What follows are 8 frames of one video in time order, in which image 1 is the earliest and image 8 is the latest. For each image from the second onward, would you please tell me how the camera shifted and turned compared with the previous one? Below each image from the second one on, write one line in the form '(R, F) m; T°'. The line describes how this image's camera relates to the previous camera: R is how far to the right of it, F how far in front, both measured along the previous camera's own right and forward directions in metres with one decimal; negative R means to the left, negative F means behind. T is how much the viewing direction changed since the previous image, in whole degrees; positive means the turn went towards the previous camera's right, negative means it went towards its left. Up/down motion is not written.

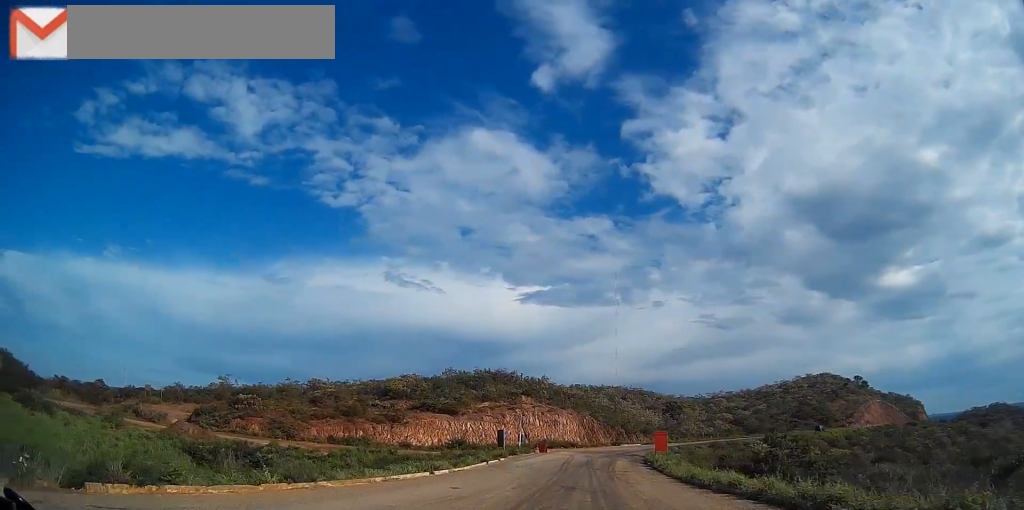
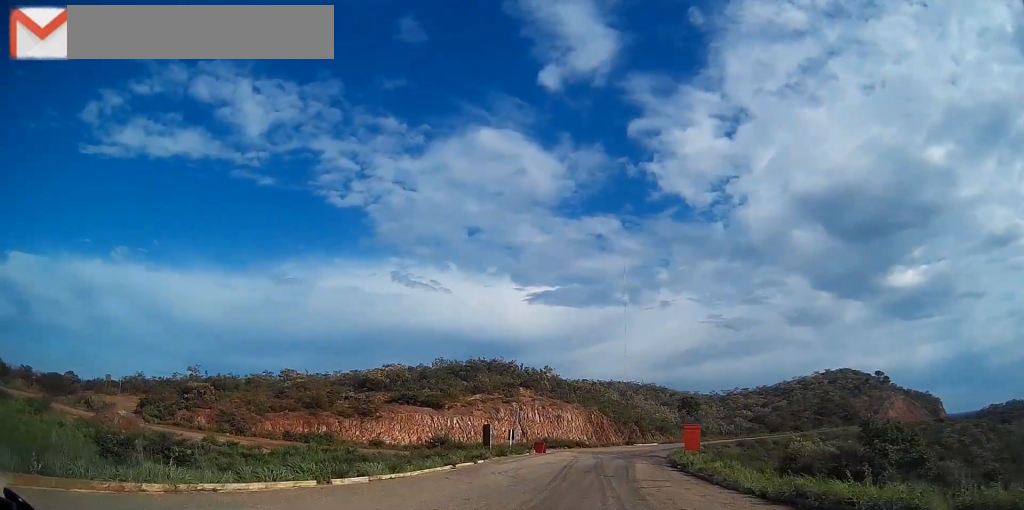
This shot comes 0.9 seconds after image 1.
(-0.3, +11.5) m; -5°
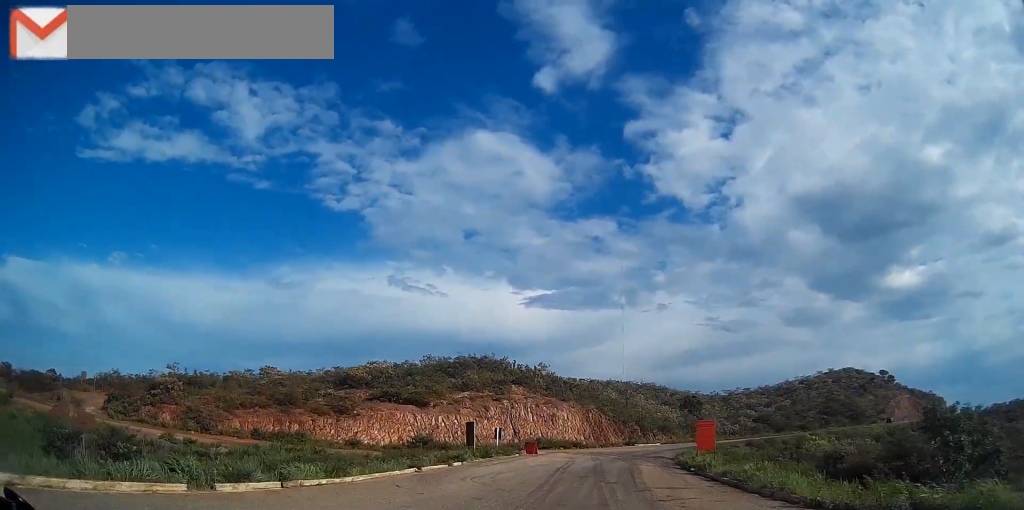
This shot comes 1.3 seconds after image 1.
(-0.3, +5.4) m; -1°
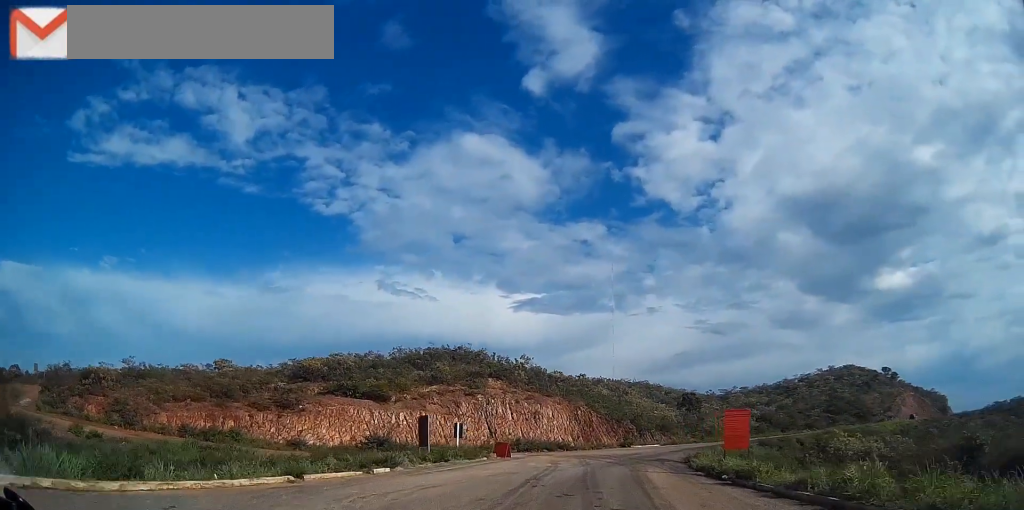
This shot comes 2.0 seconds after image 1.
(-0.3, +9.4) m; -1°
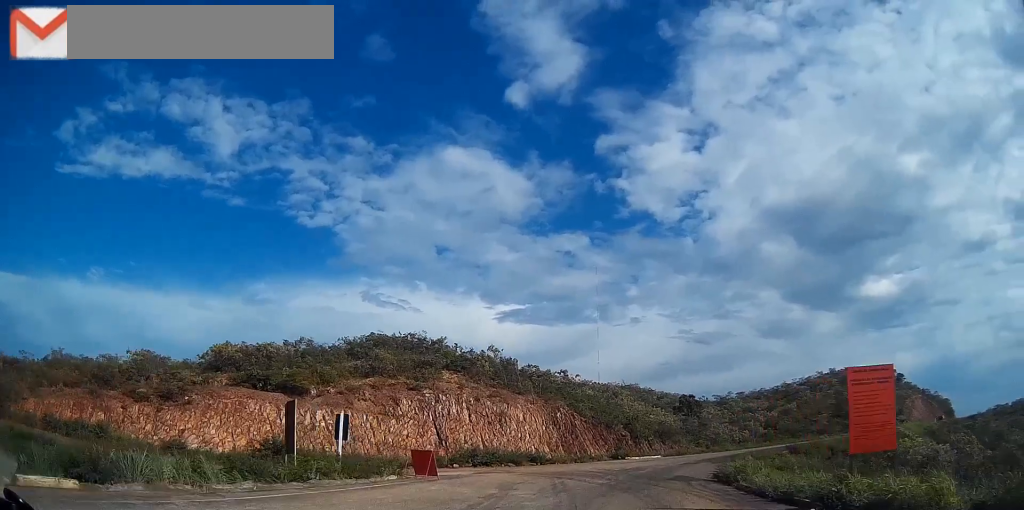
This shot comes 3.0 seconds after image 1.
(0.0, +14.4) m; +2°
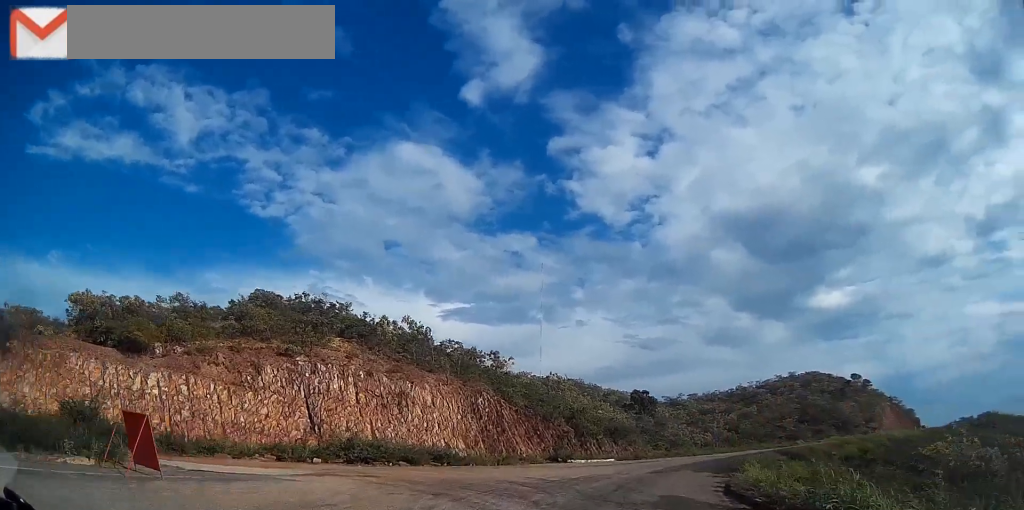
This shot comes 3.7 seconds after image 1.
(+0.5, +12.0) m; +2°
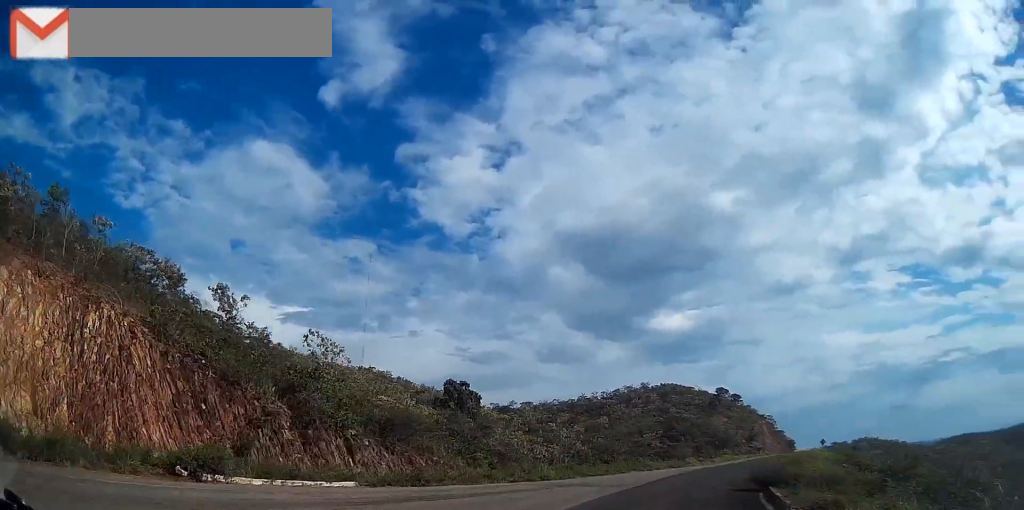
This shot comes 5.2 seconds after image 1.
(+1.6, +24.0) m; +12°
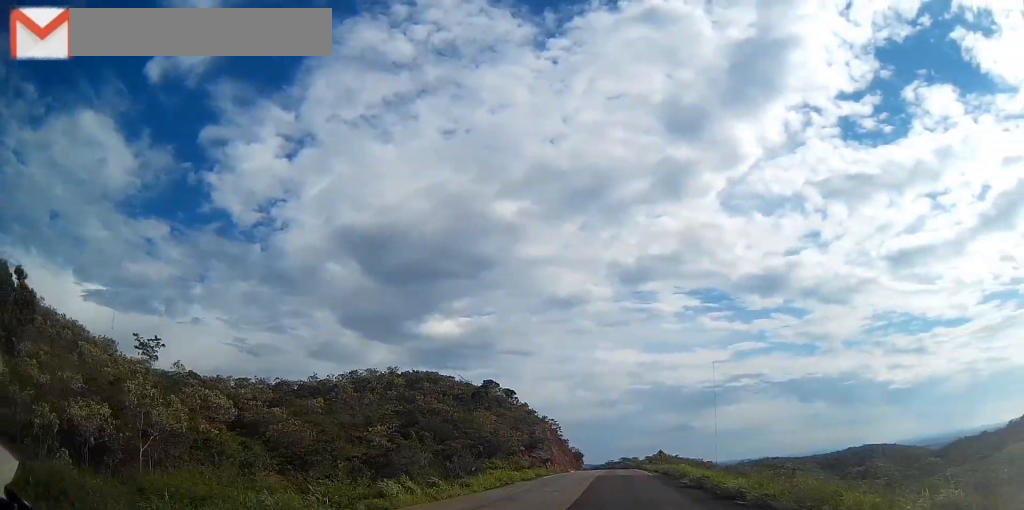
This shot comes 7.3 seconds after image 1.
(+7.0, +34.9) m; +21°
